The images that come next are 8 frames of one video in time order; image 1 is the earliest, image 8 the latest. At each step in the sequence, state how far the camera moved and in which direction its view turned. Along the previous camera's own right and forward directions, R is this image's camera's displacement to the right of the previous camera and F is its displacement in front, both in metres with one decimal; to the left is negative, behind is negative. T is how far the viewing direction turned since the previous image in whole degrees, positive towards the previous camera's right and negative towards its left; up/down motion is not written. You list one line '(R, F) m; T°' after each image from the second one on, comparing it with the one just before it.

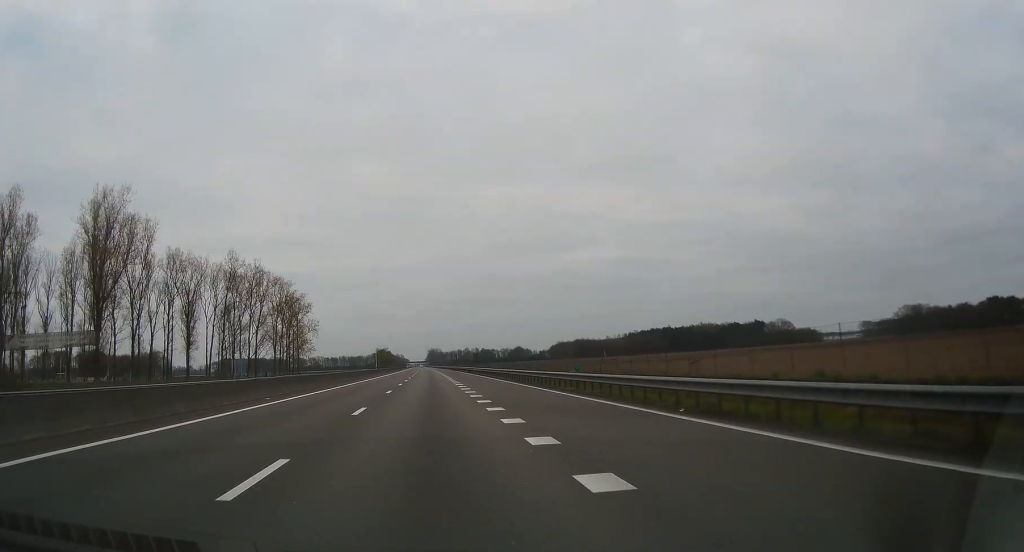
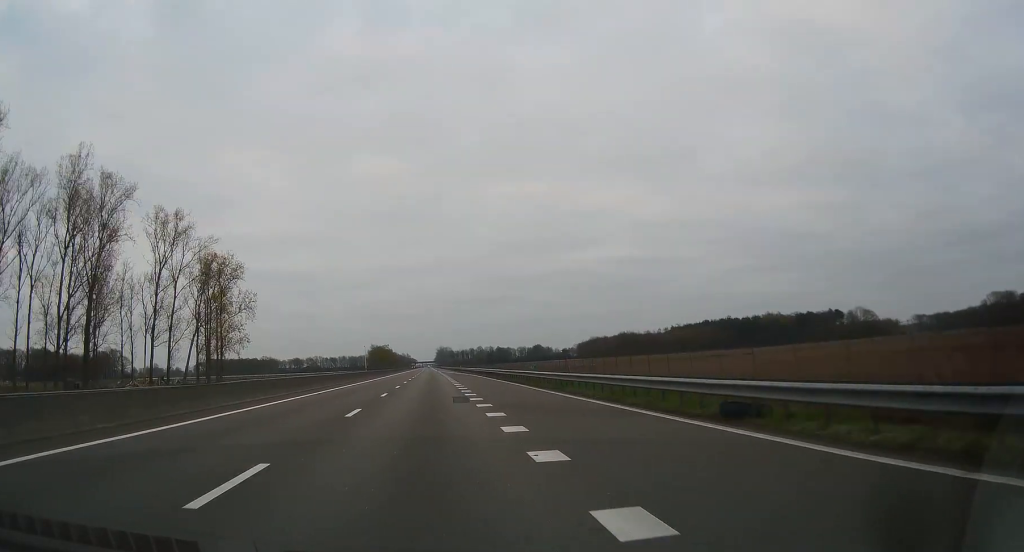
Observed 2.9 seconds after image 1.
(-0.2, +85.7) m; -1°
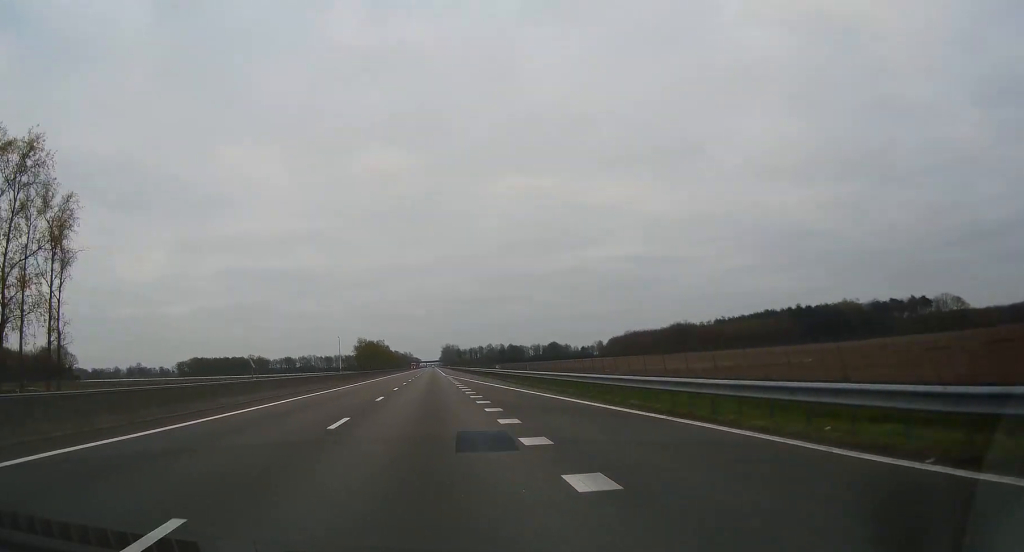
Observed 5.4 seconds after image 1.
(-0.9, +75.5) m; -1°
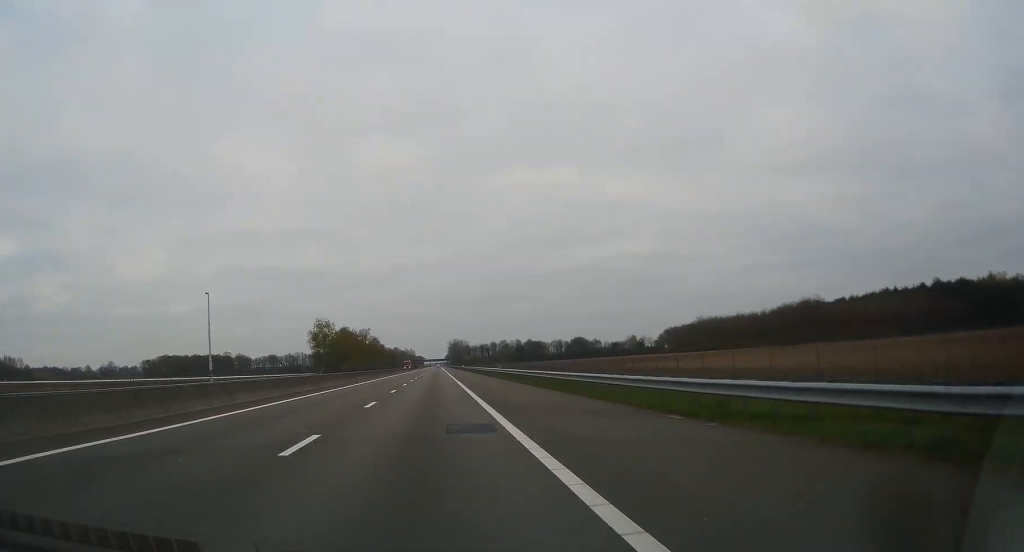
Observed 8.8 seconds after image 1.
(-0.5, +98.0) m; 0°
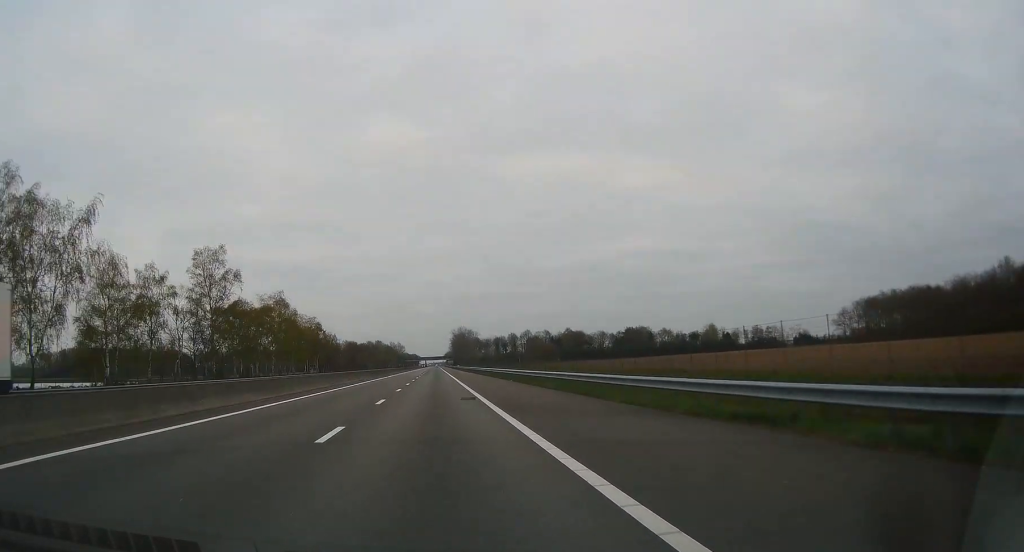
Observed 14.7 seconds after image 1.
(+0.7, +177.5) m; 0°
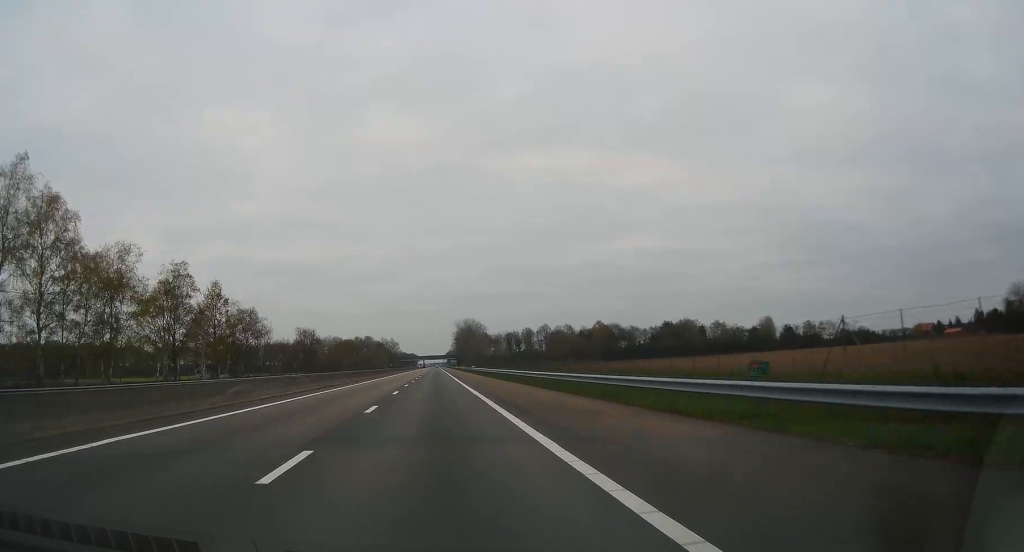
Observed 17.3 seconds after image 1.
(-0.2, +76.7) m; 0°
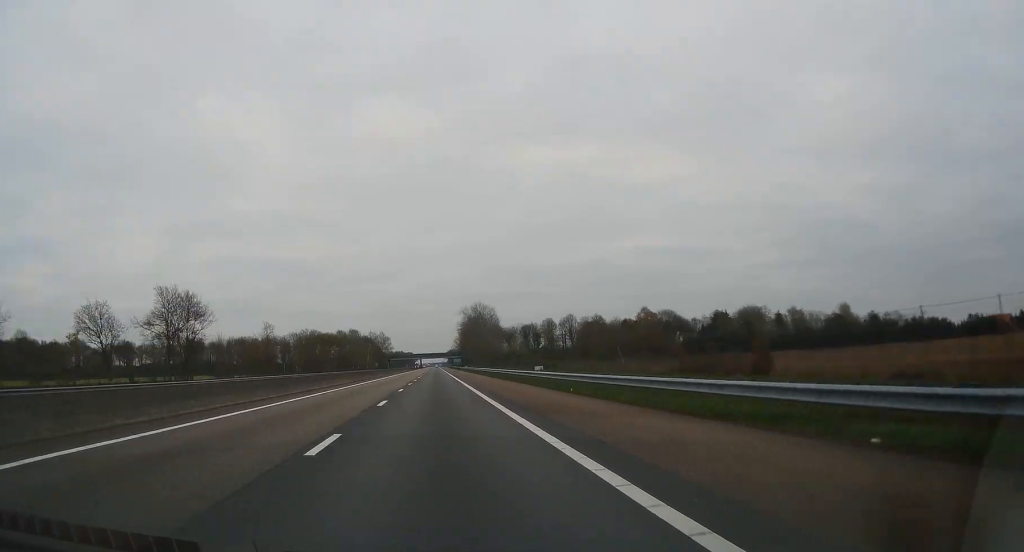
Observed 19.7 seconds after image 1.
(-0.3, +71.4) m; 0°
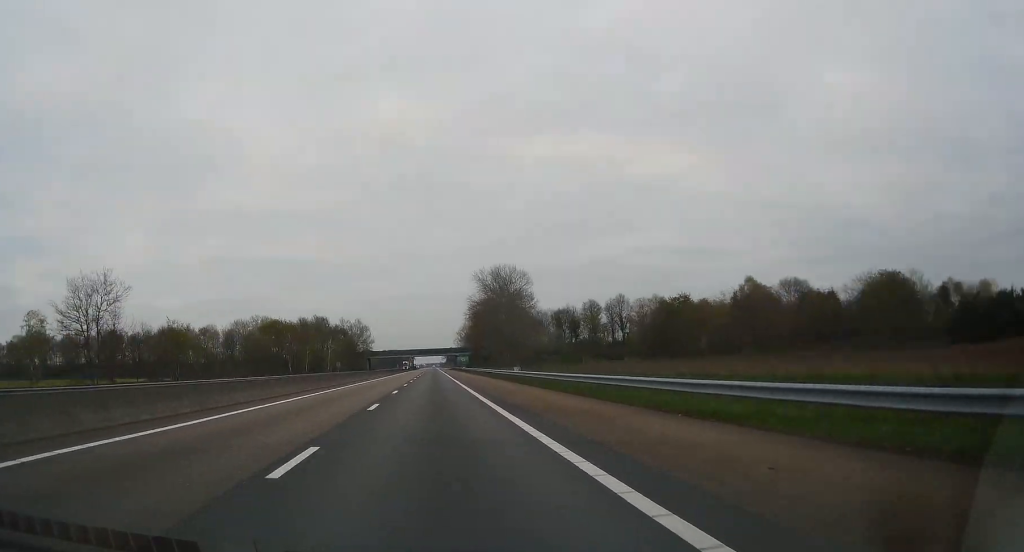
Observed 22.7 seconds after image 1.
(-0.4, +89.8) m; 0°
